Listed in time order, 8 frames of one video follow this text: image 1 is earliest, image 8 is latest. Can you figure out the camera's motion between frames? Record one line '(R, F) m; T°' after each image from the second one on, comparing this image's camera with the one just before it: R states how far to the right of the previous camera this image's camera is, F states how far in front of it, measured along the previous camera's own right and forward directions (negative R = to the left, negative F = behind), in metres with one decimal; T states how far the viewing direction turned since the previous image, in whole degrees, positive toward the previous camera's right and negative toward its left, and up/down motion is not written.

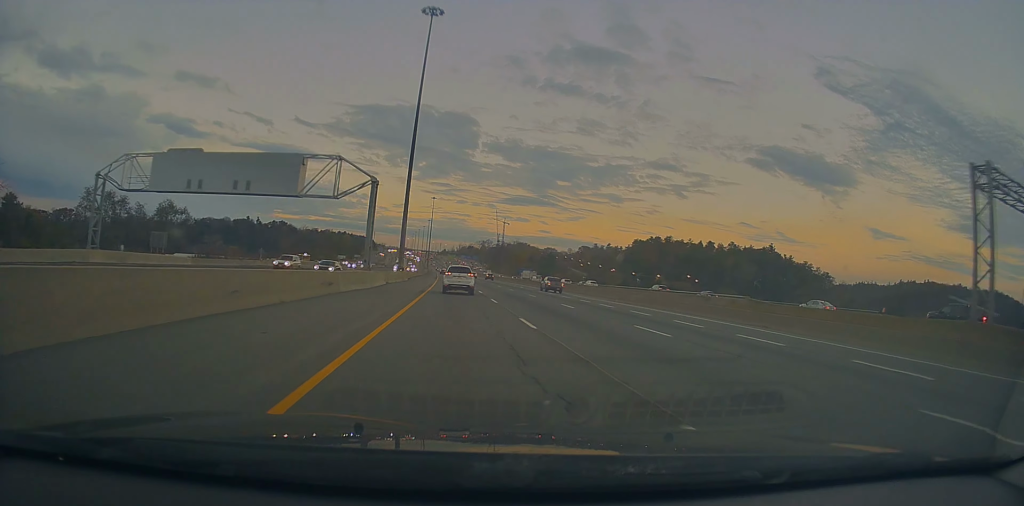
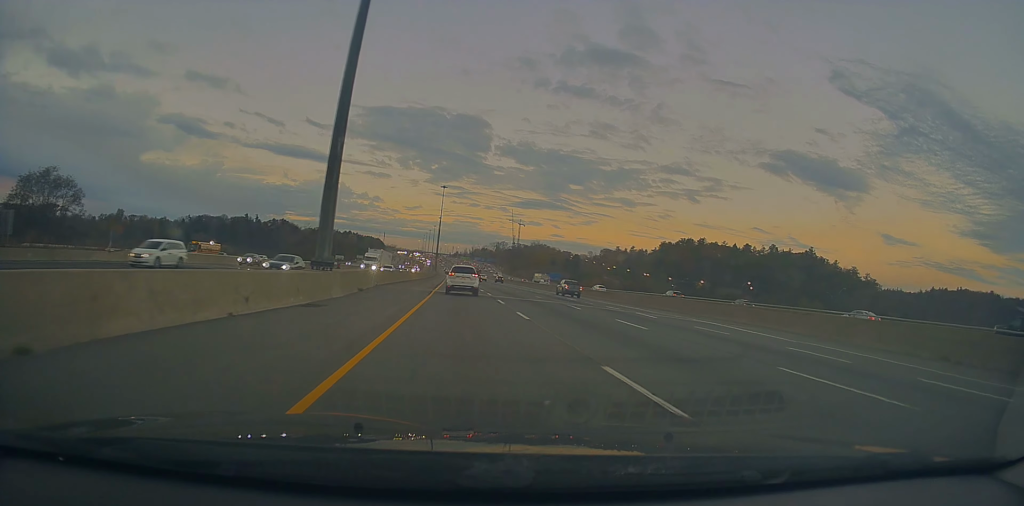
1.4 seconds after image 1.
(-0.7, +45.2) m; -2°
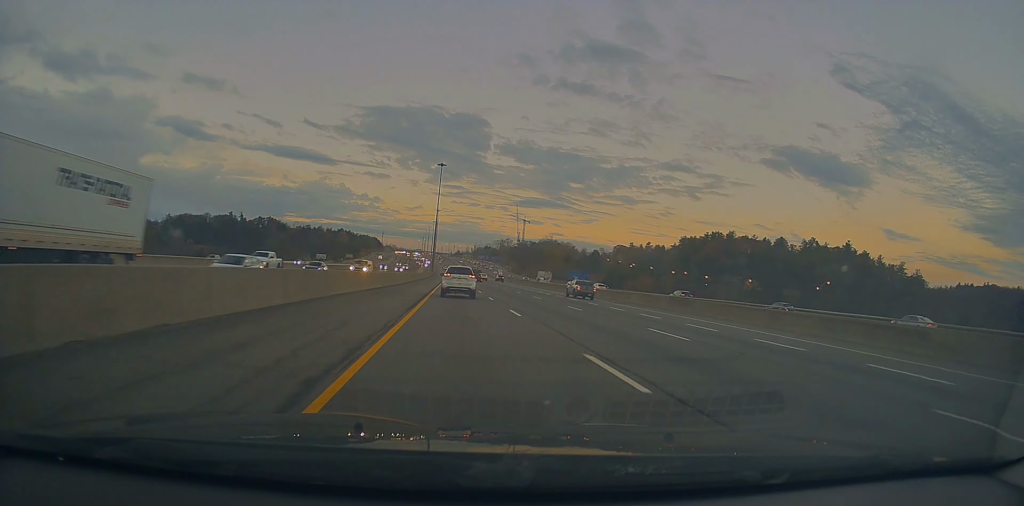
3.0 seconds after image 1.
(-0.5, +48.9) m; 0°
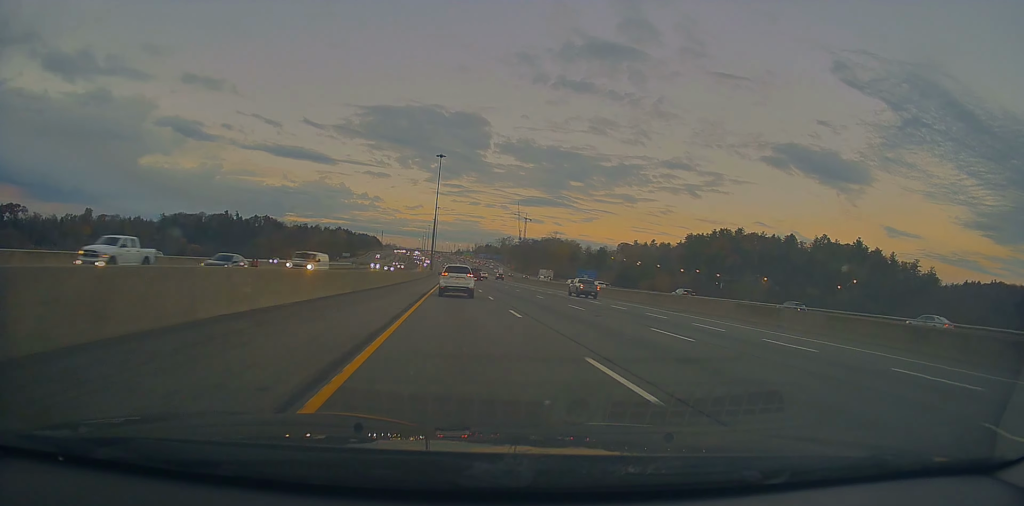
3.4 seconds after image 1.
(0.0, +12.7) m; 0°
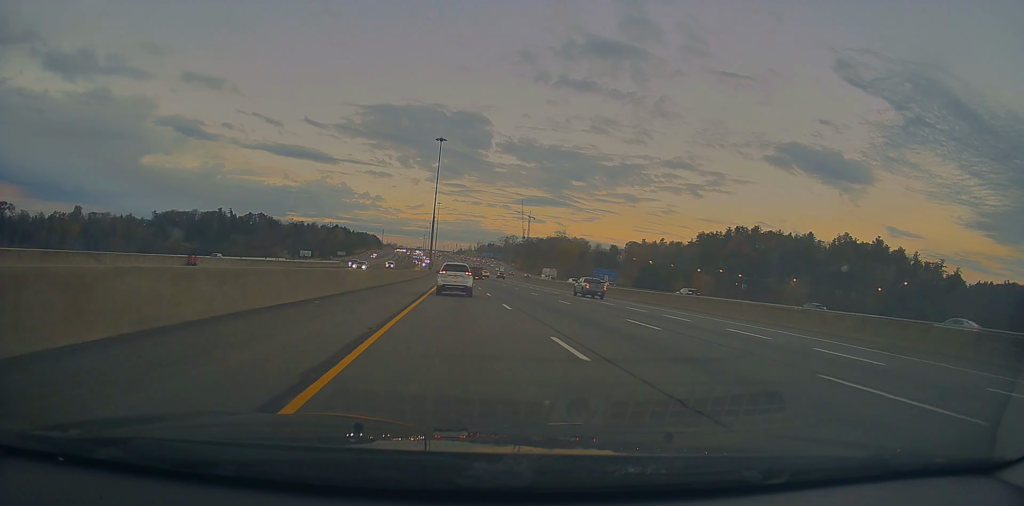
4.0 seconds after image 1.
(+0.2, +21.1) m; 0°
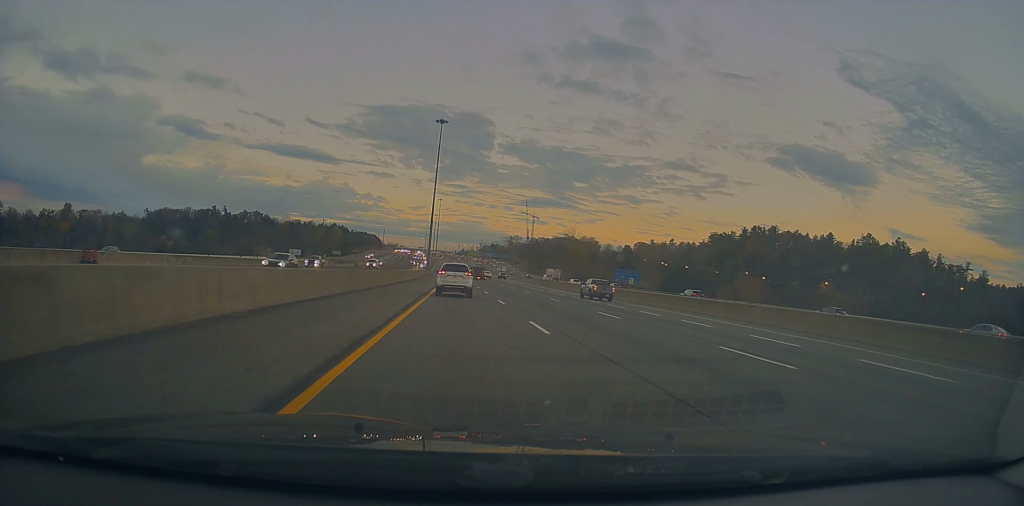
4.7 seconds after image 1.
(0.0, +19.8) m; 0°
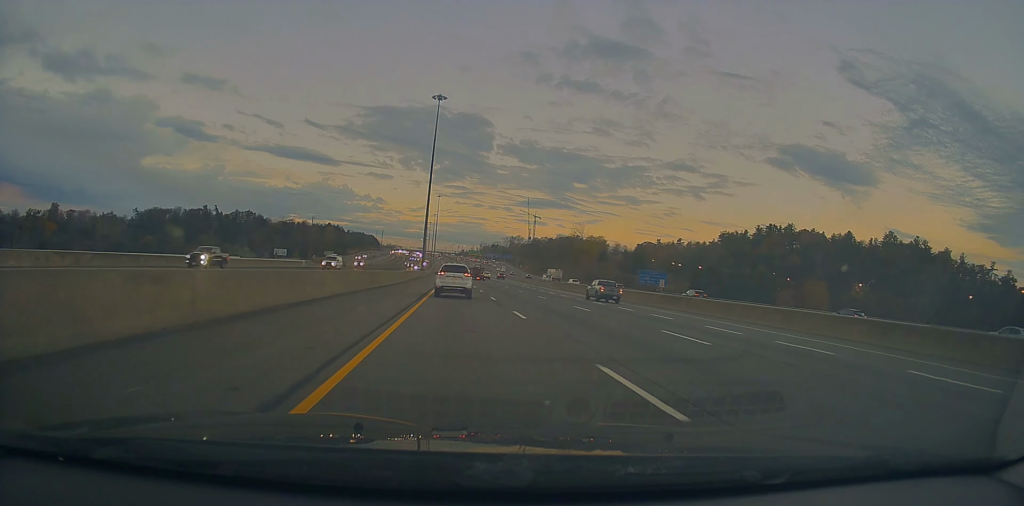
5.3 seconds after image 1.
(0.0, +19.7) m; 0°
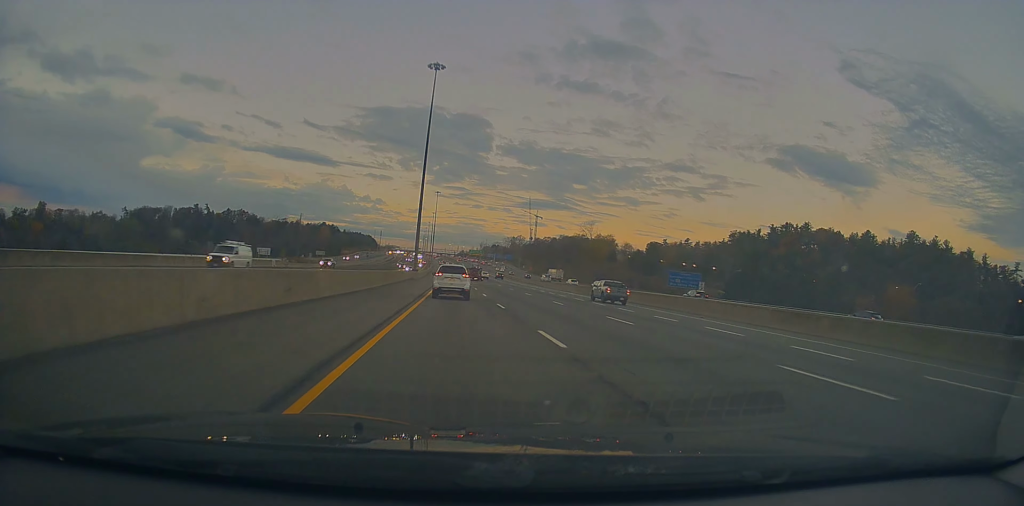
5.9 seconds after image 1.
(-0.1, +18.7) m; 0°
